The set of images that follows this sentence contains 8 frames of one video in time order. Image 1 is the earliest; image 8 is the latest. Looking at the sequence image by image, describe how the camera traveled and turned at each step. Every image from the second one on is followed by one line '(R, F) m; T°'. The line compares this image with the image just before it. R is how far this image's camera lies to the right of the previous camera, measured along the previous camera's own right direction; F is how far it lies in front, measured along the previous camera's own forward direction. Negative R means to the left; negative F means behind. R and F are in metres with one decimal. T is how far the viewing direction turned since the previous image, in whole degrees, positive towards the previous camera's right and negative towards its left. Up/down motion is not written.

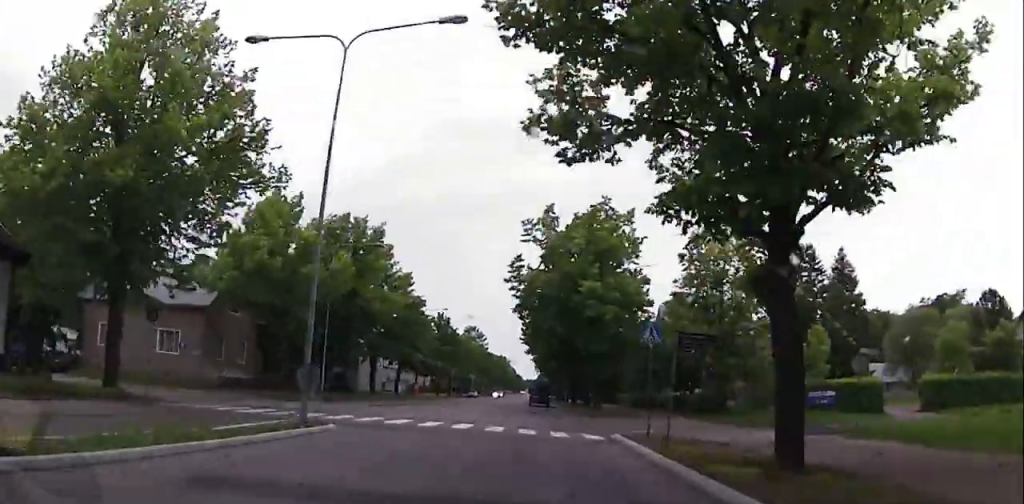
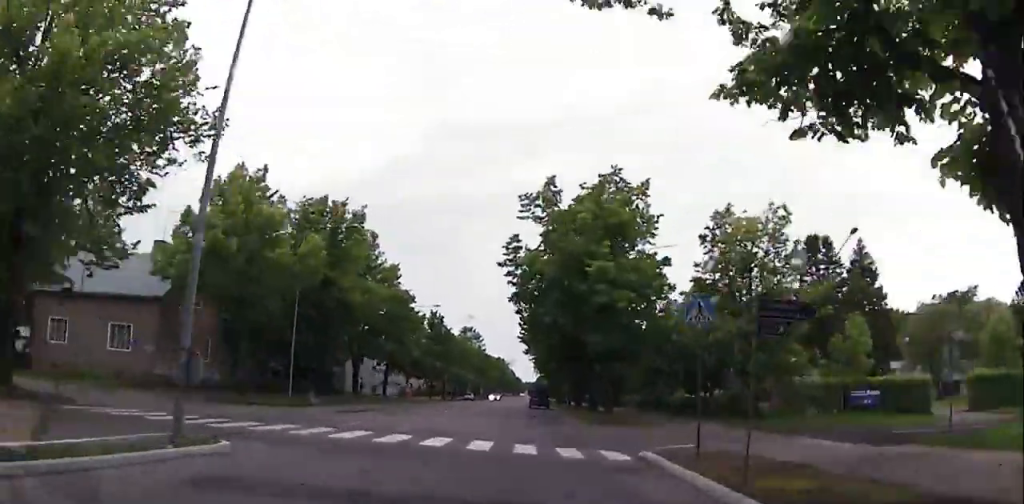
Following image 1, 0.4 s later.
(+0.1, +5.7) m; 0°
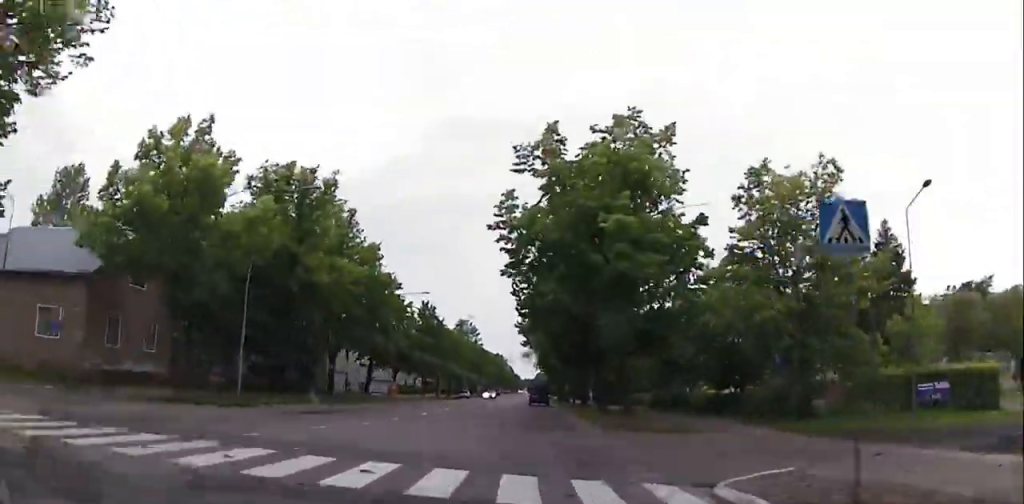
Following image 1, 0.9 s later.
(+0.5, +6.7) m; 0°
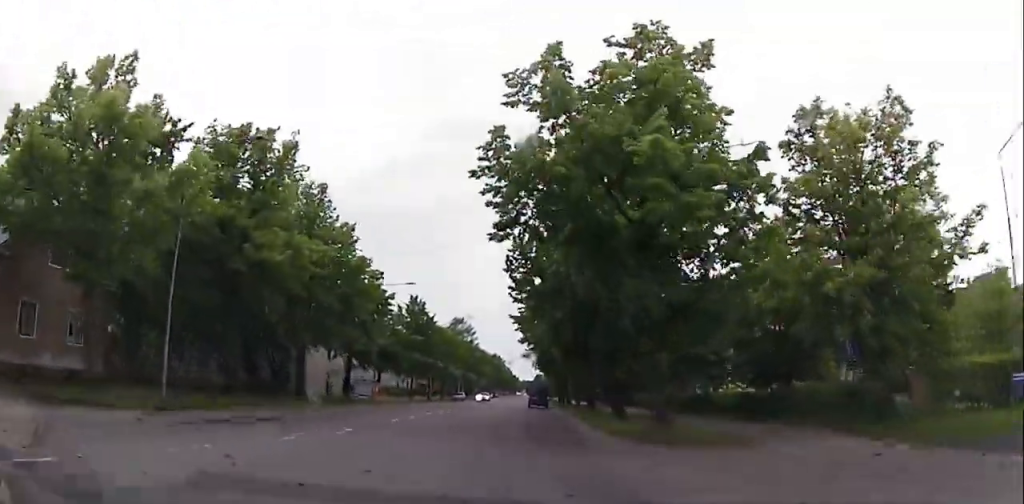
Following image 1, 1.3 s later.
(+0.1, +6.7) m; 0°
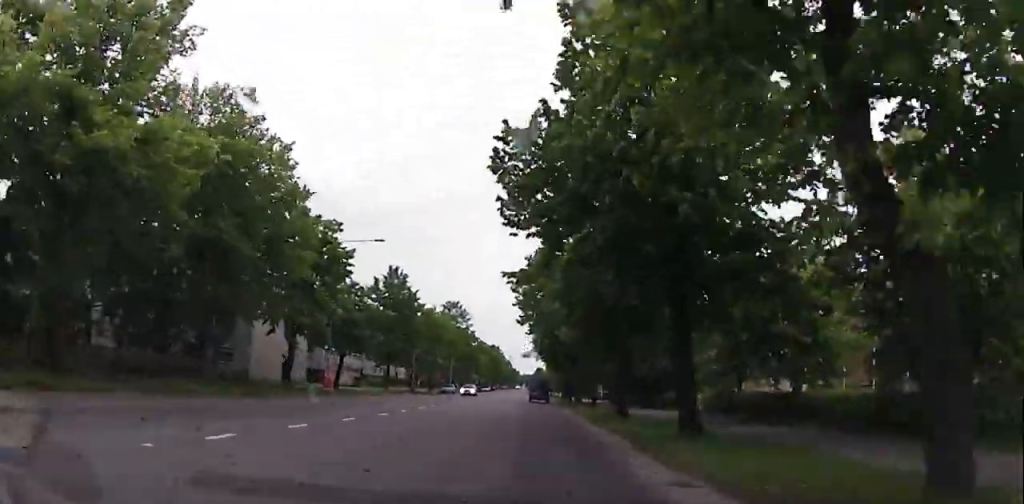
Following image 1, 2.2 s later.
(-0.8, +13.0) m; -2°
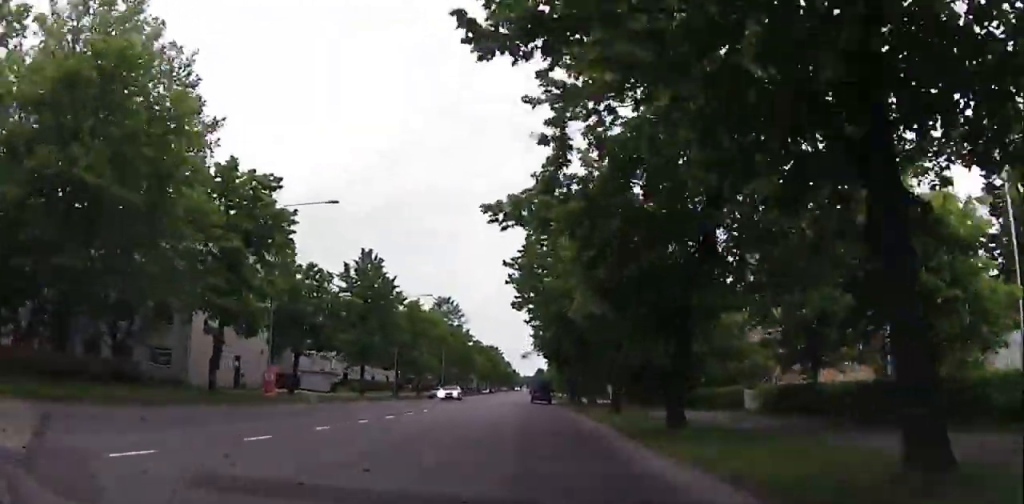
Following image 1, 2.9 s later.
(+0.3, +10.1) m; +1°
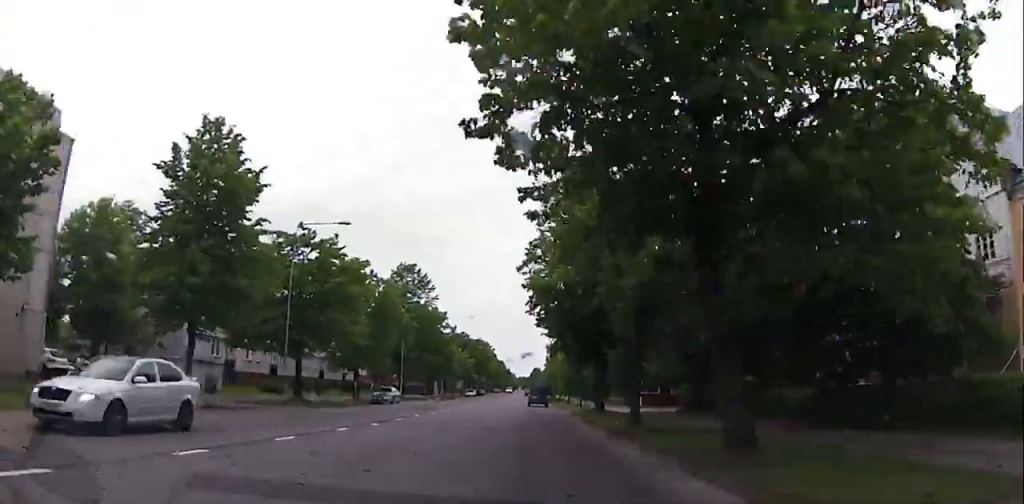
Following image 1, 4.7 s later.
(-0.3, +28.6) m; 0°
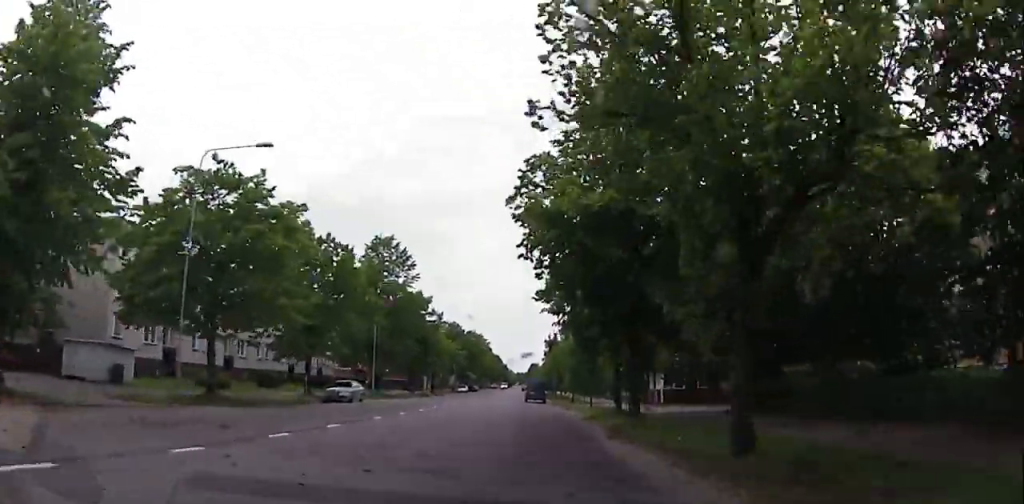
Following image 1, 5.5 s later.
(+0.1, +11.6) m; +1°
